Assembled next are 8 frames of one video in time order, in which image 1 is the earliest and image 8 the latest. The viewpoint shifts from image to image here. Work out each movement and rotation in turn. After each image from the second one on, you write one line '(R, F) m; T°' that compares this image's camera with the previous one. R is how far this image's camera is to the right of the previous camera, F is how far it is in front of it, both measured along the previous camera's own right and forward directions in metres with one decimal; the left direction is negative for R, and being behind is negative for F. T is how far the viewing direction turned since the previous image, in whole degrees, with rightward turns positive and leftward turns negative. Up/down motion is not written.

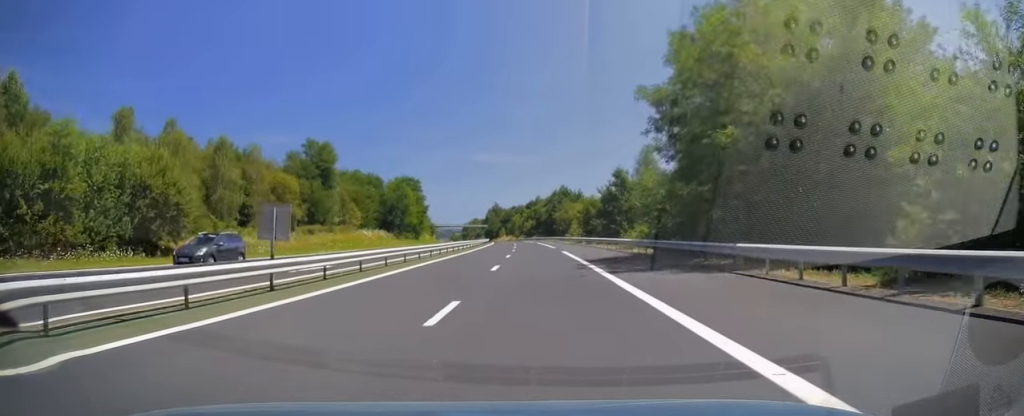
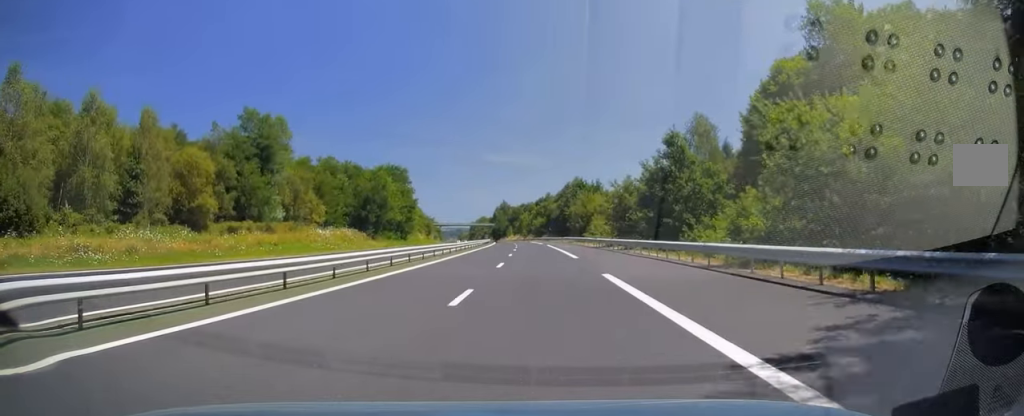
(-0.1, +23.3) m; -1°
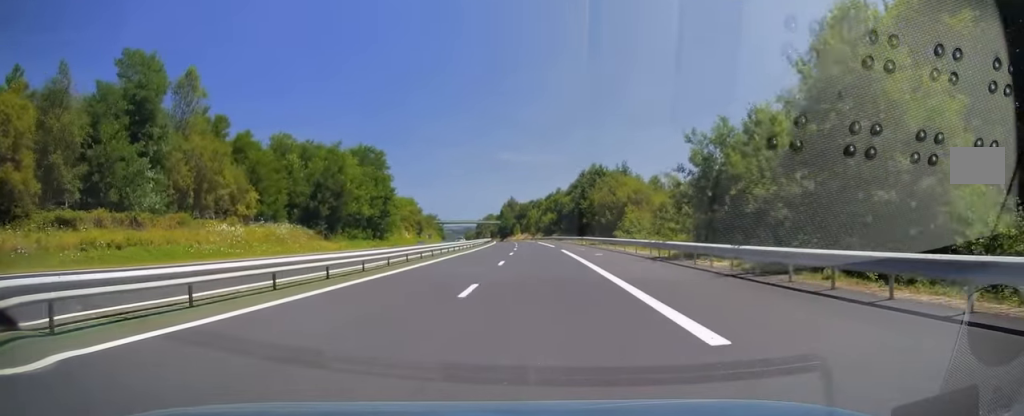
(-0.3, +24.8) m; -1°
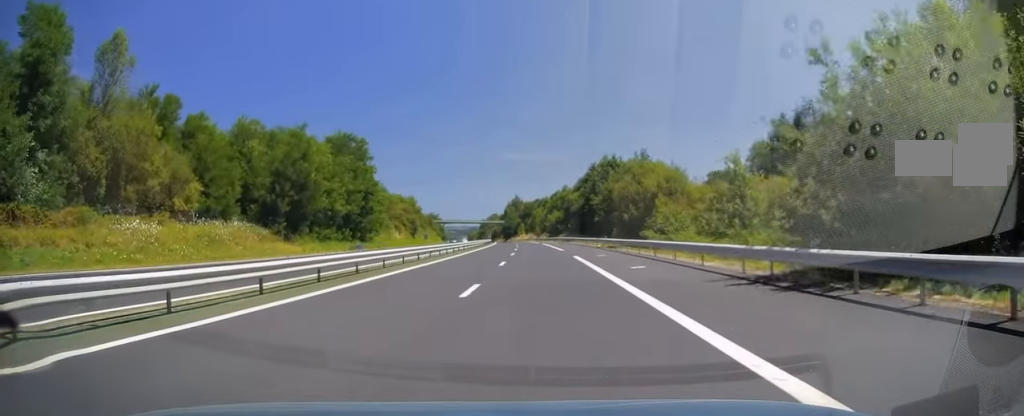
(-0.3, +12.9) m; 0°
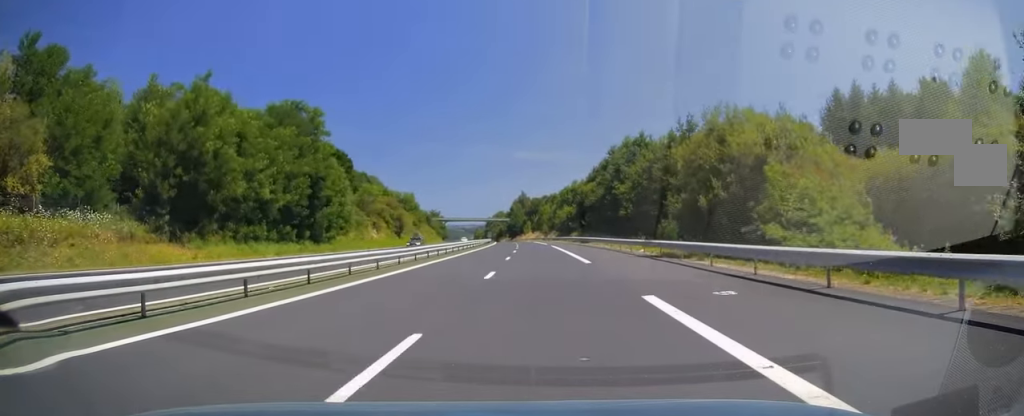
(+0.1, +20.8) m; -1°
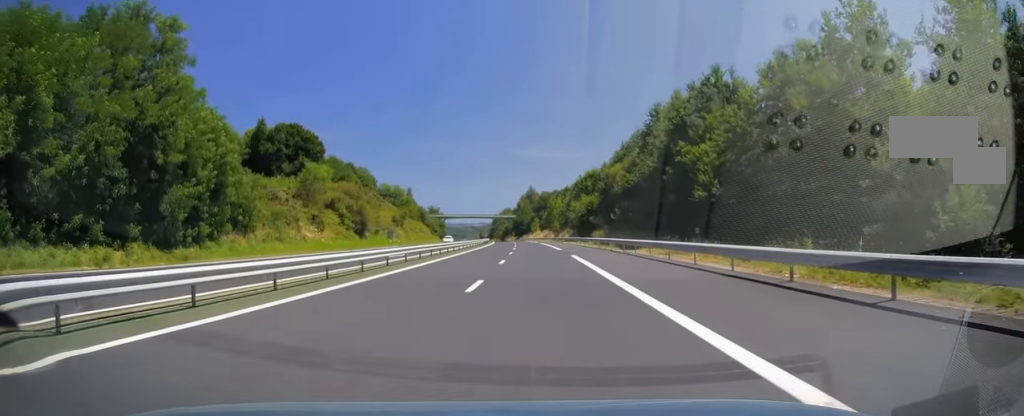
(-0.3, +30.1) m; -1°
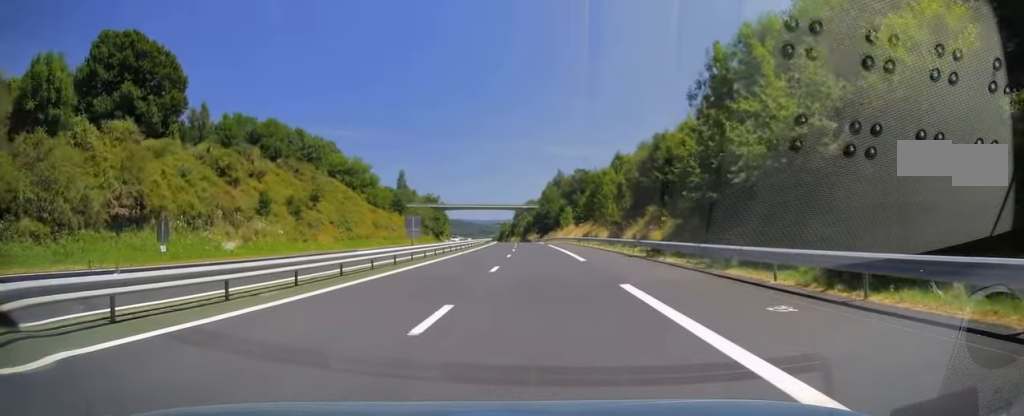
(-1.0, +70.7) m; -2°
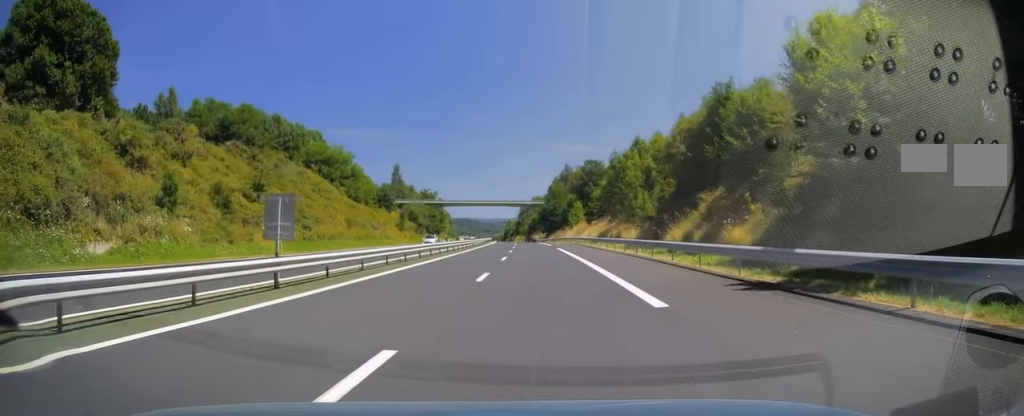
(-0.2, +17.3) m; -1°
